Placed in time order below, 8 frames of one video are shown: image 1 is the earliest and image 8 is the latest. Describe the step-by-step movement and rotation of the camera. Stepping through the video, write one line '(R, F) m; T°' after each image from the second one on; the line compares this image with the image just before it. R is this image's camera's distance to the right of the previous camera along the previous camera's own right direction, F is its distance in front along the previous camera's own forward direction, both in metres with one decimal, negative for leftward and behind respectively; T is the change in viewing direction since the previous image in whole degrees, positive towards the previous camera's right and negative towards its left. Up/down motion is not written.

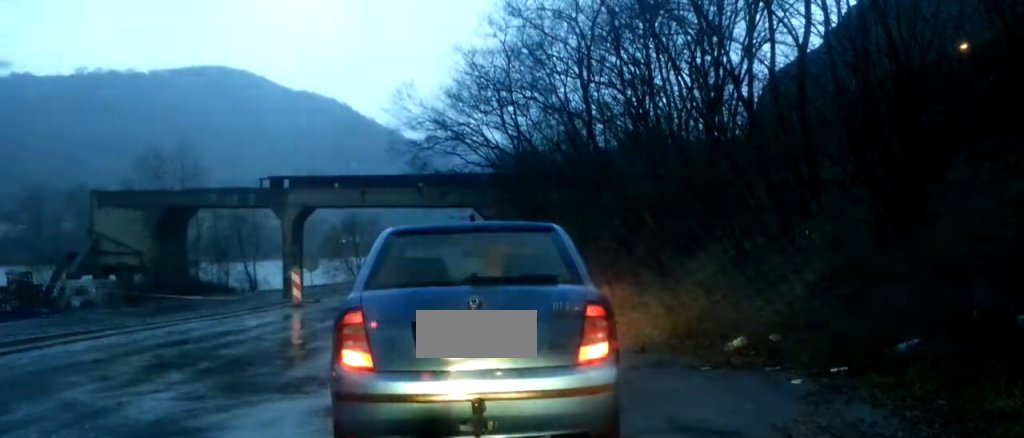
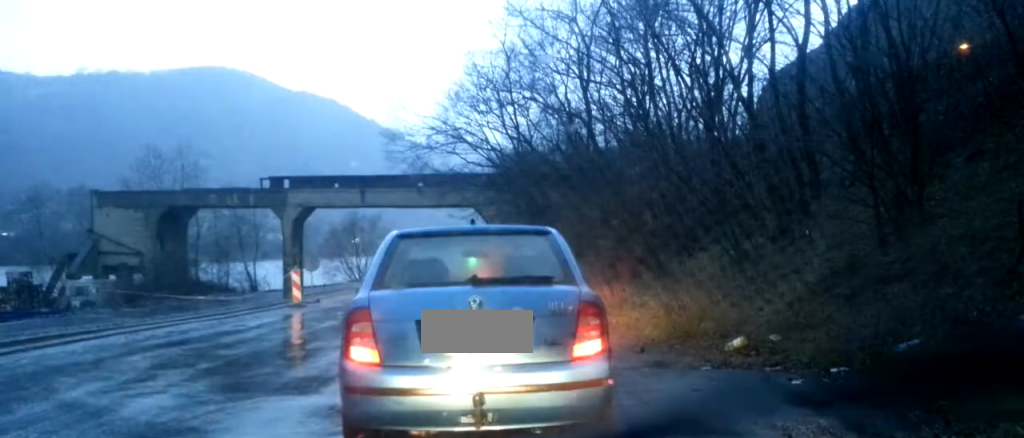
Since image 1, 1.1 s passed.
(0.0, 0.0) m; 0°
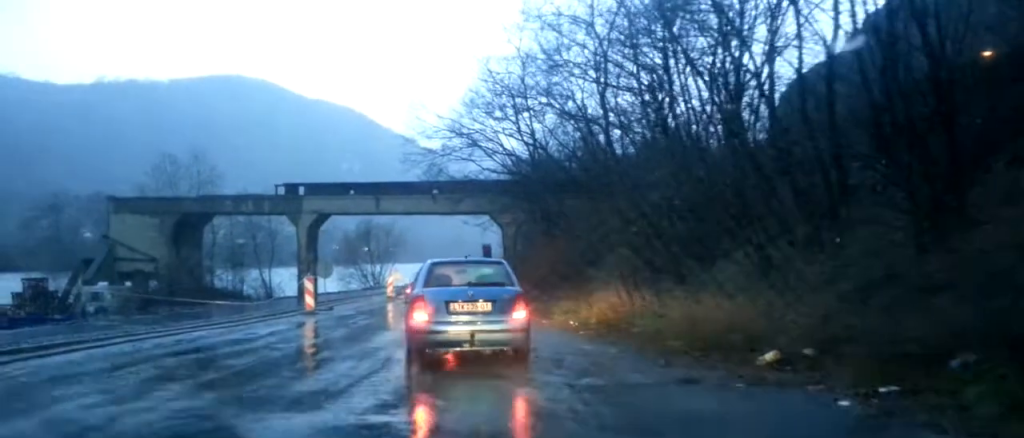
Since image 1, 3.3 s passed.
(+0.1, +0.6) m; 0°
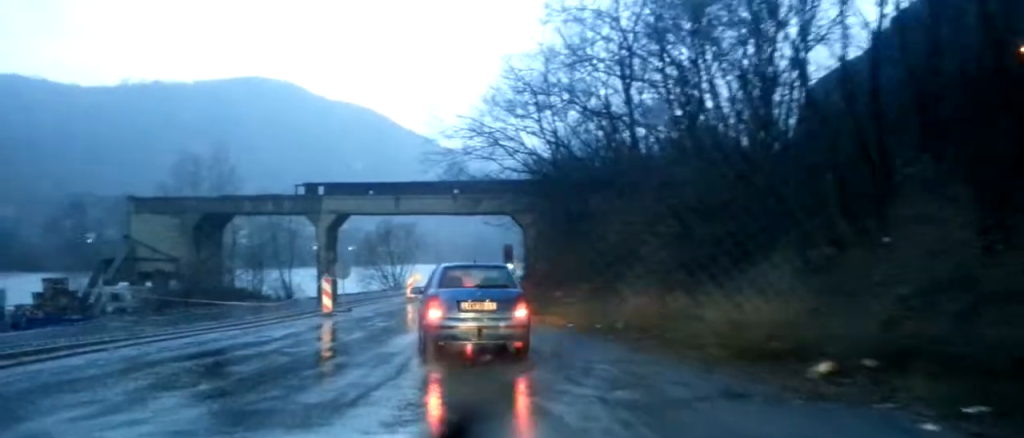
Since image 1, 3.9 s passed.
(+0.1, +0.4) m; 0°
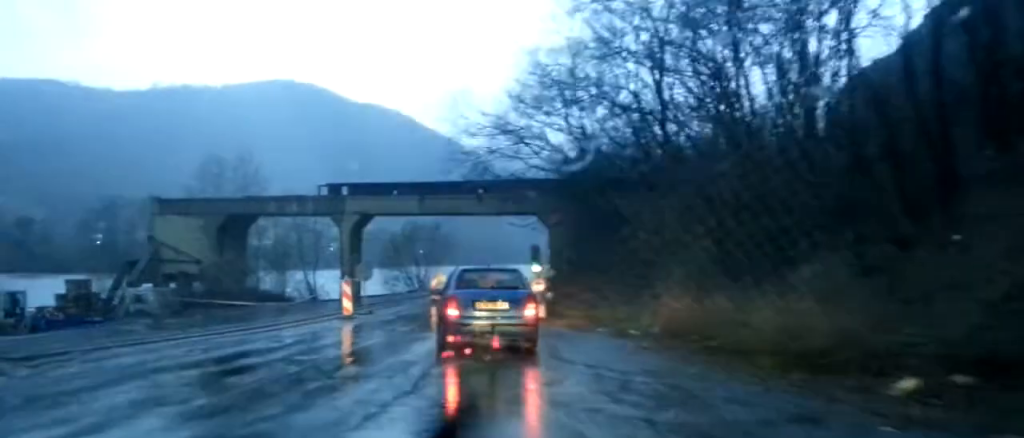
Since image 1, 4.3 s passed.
(-0.1, +0.7) m; -2°
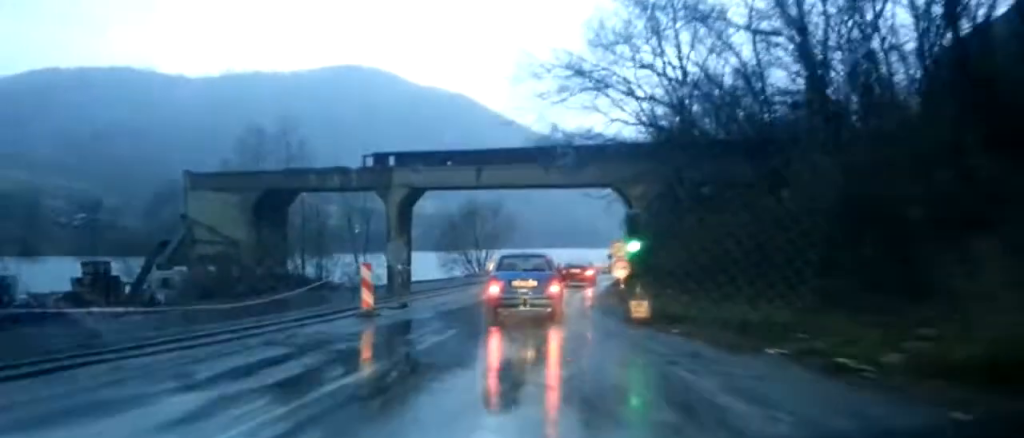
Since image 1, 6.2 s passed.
(-0.1, +5.7) m; +2°
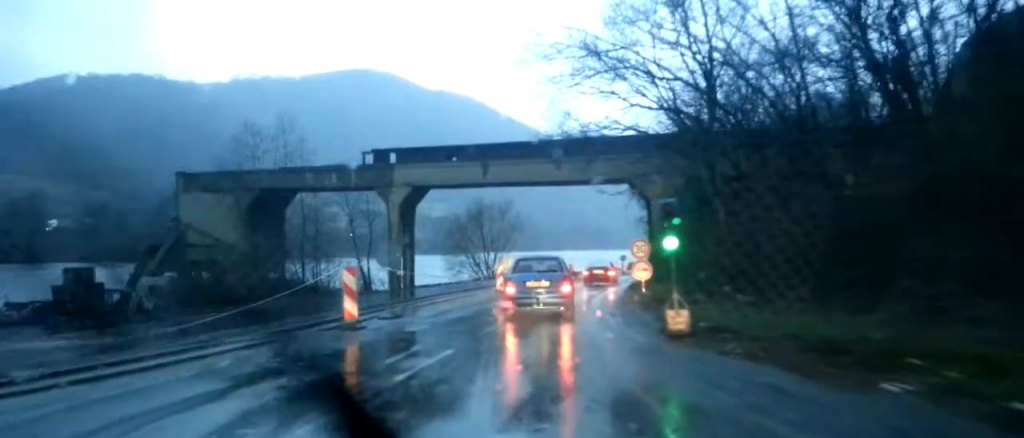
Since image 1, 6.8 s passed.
(+0.2, +2.9) m; -2°
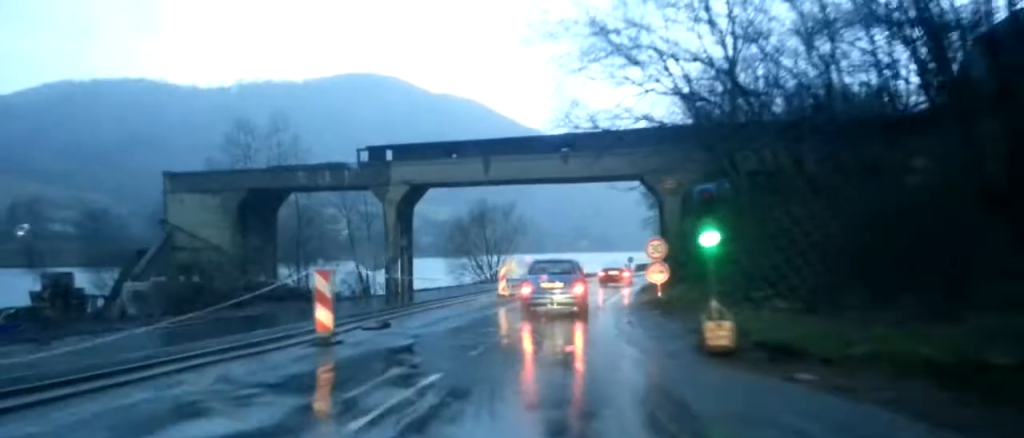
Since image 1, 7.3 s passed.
(-0.1, +2.4) m; 0°
